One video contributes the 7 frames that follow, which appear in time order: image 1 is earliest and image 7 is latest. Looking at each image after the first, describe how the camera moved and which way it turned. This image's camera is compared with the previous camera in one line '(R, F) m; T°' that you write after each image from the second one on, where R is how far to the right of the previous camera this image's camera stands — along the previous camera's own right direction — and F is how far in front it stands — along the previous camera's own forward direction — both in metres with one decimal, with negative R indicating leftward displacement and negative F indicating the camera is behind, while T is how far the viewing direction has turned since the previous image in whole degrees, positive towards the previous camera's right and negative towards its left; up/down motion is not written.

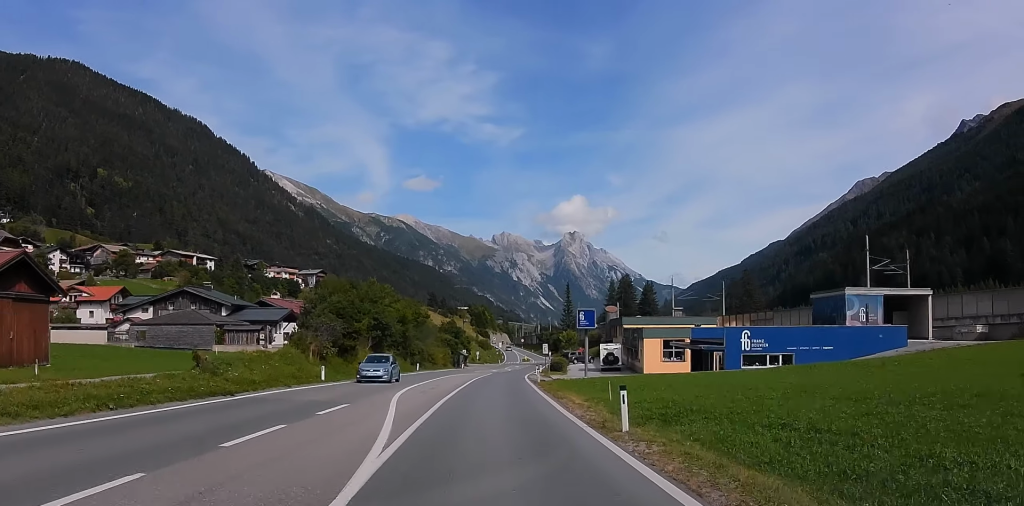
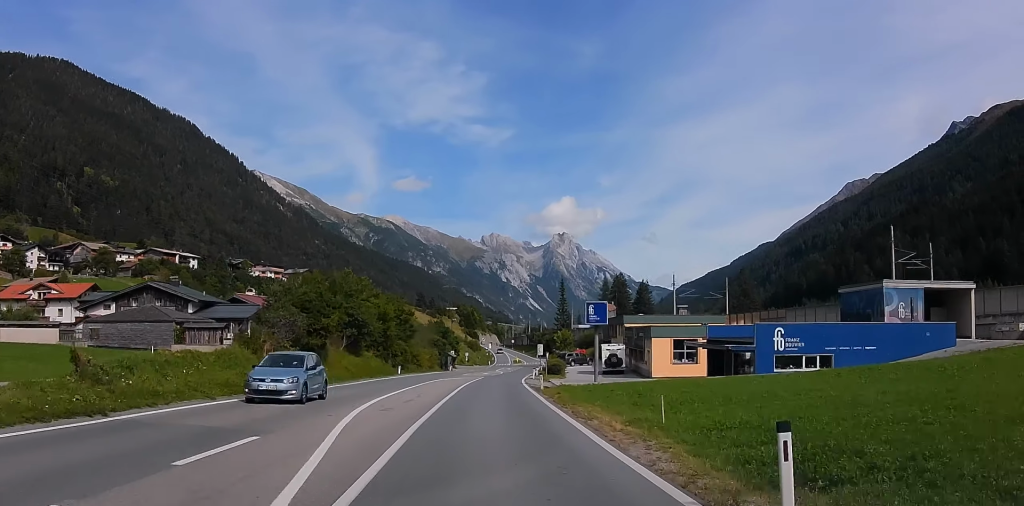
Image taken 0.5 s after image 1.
(0.0, +7.7) m; +1°
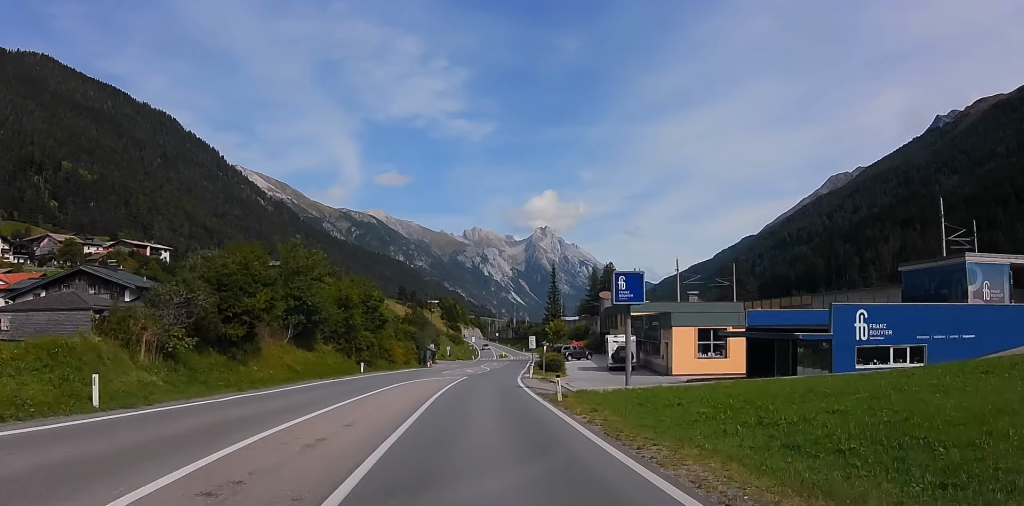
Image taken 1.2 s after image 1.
(+0.3, +12.2) m; 0°
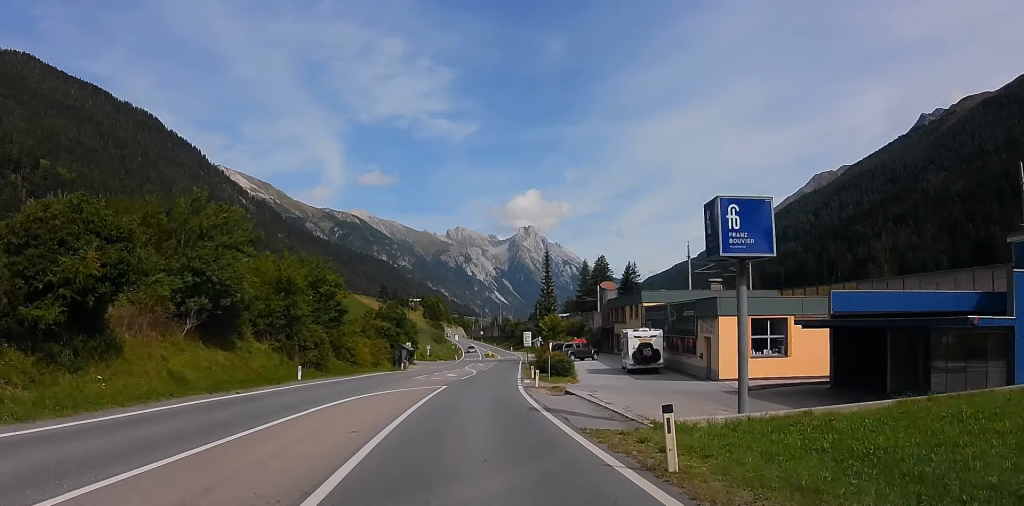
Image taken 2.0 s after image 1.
(-0.2, +13.8) m; +3°
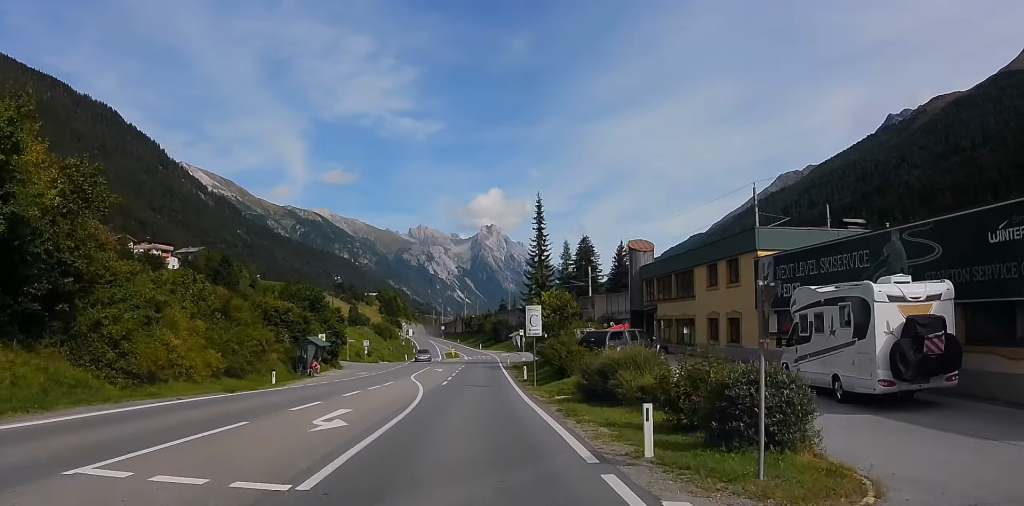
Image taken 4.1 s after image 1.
(+3.4, +33.9) m; +7°
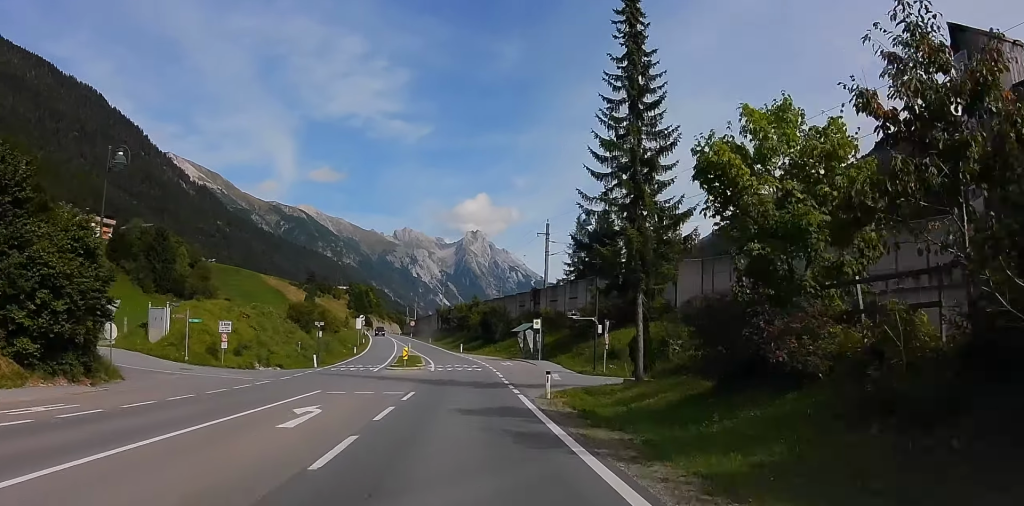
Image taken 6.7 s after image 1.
(-0.2, +42.7) m; -1°
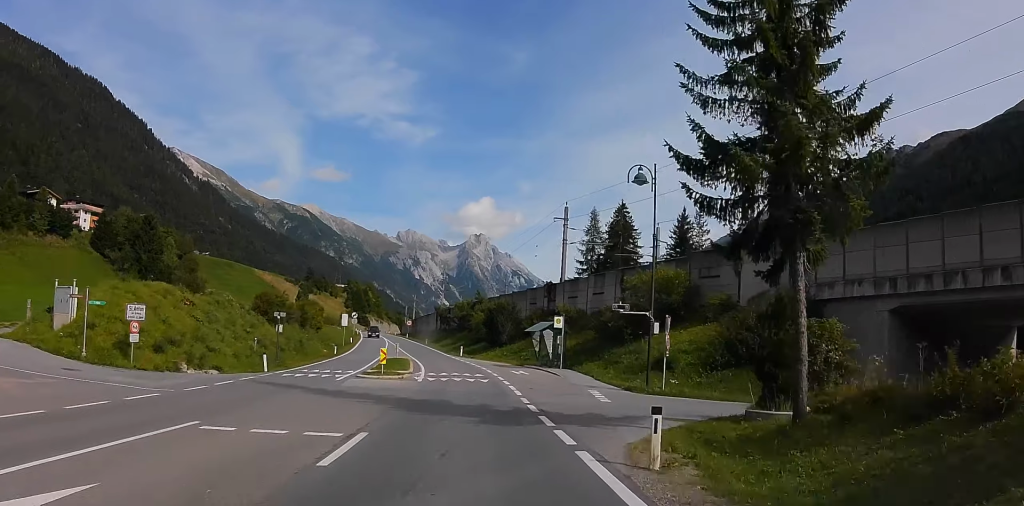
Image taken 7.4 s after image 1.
(-0.1, +11.2) m; -1°
